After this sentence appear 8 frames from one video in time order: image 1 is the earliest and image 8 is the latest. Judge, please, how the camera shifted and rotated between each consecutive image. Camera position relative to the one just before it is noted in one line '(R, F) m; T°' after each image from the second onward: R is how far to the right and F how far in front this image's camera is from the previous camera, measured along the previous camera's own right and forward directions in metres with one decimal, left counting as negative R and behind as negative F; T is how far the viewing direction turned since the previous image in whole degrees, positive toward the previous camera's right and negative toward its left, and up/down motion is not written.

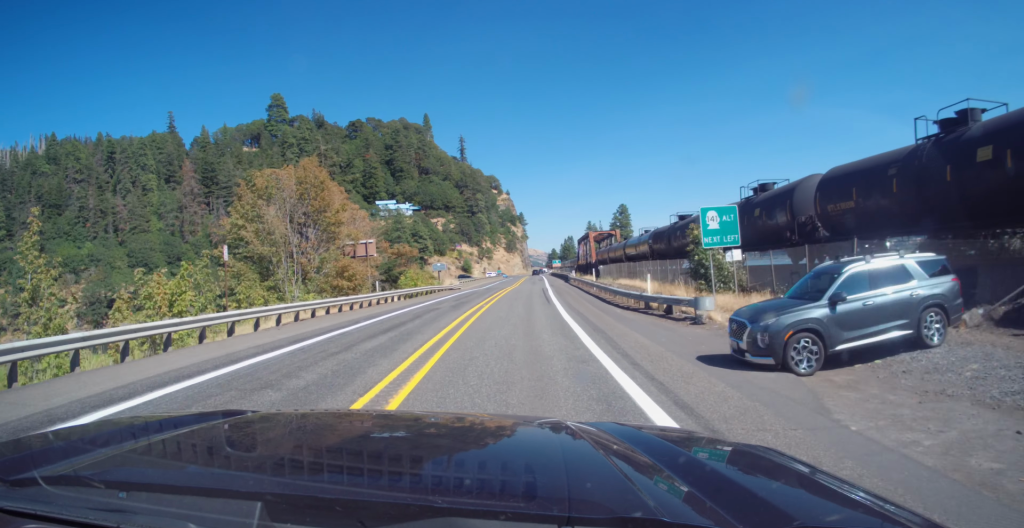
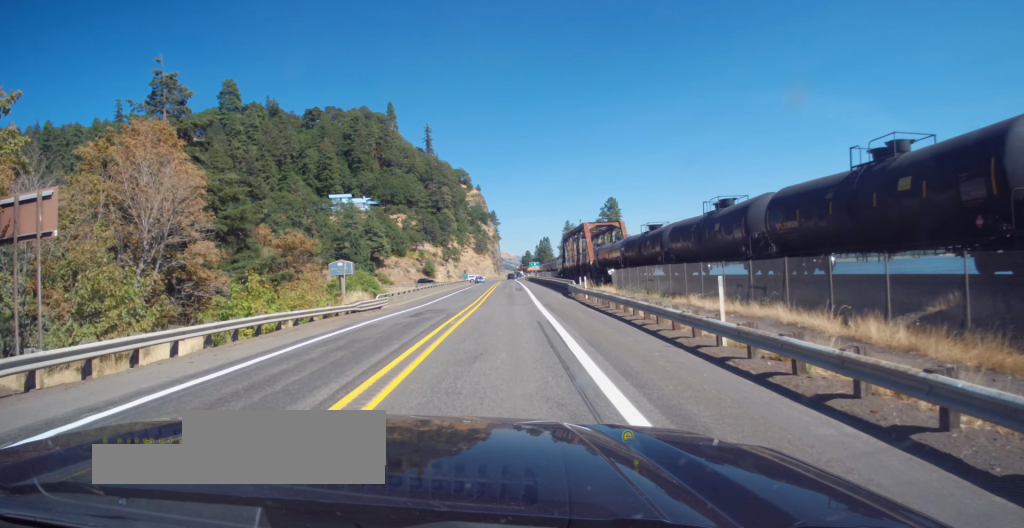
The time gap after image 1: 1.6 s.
(-0.2, +31.5) m; +2°
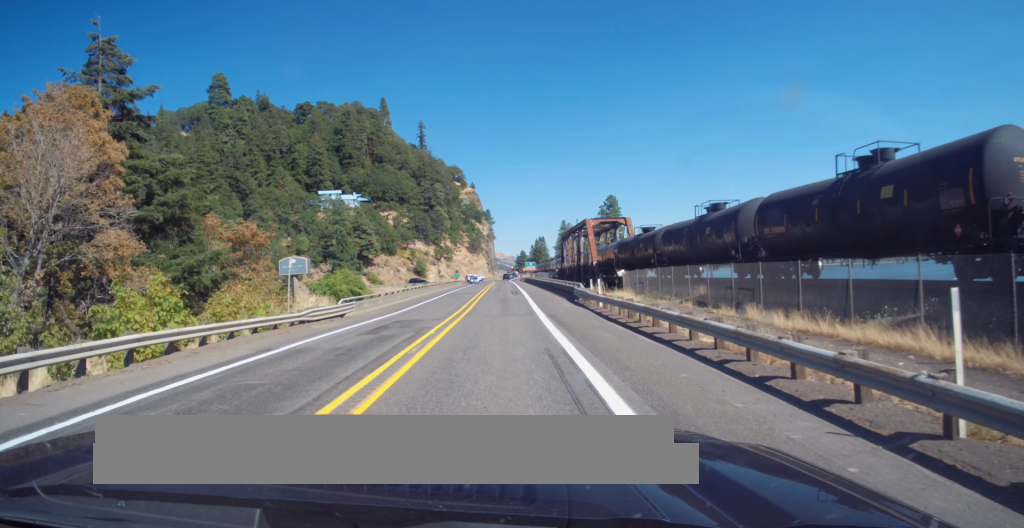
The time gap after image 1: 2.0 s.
(+0.2, +7.8) m; +1°
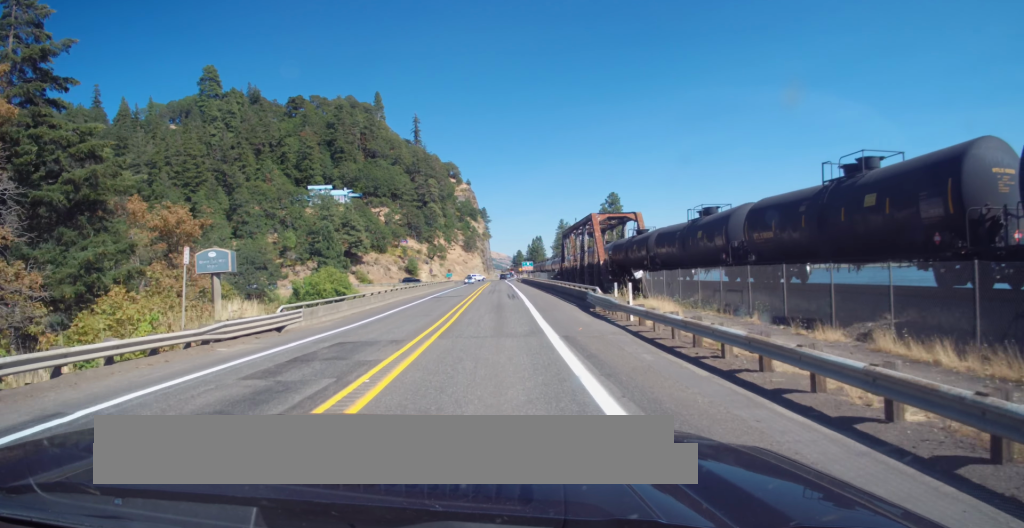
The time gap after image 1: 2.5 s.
(+0.6, +8.8) m; +1°
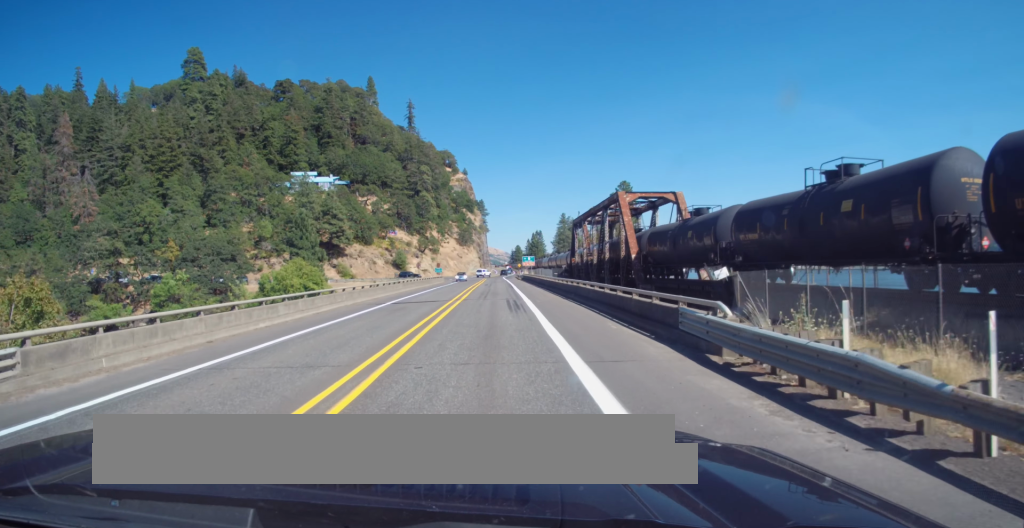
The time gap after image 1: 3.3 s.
(-0.1, +17.0) m; -1°
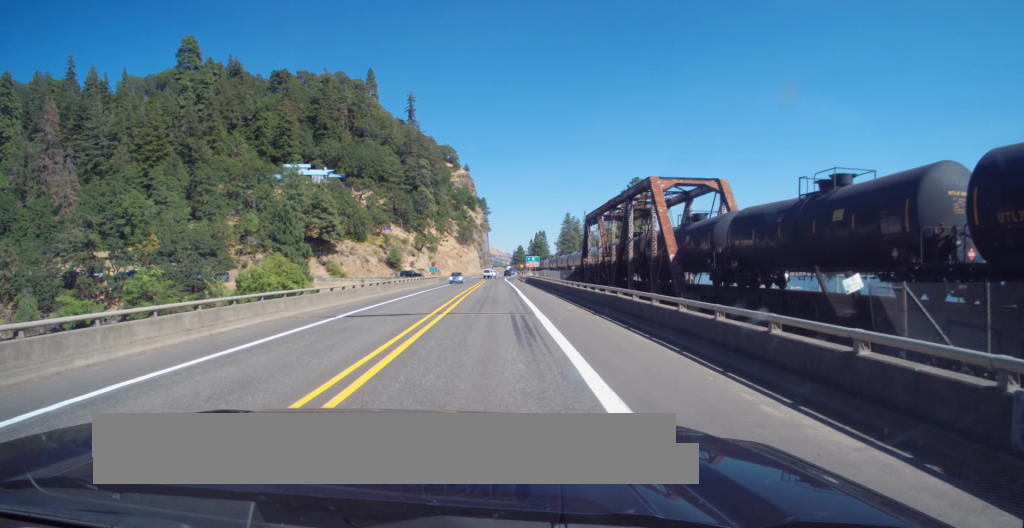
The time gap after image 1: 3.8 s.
(-0.2, +10.2) m; -1°
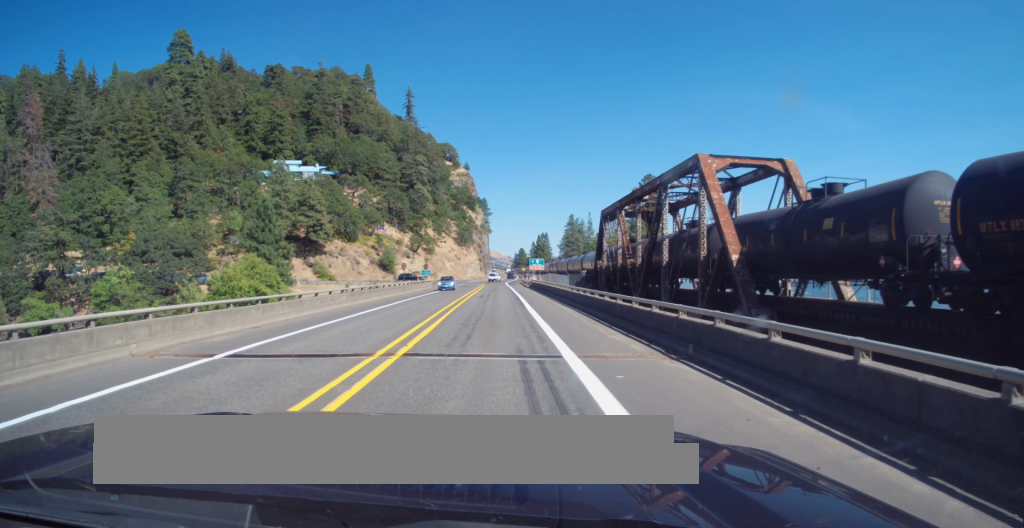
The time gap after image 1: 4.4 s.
(+0.1, +10.5) m; 0°
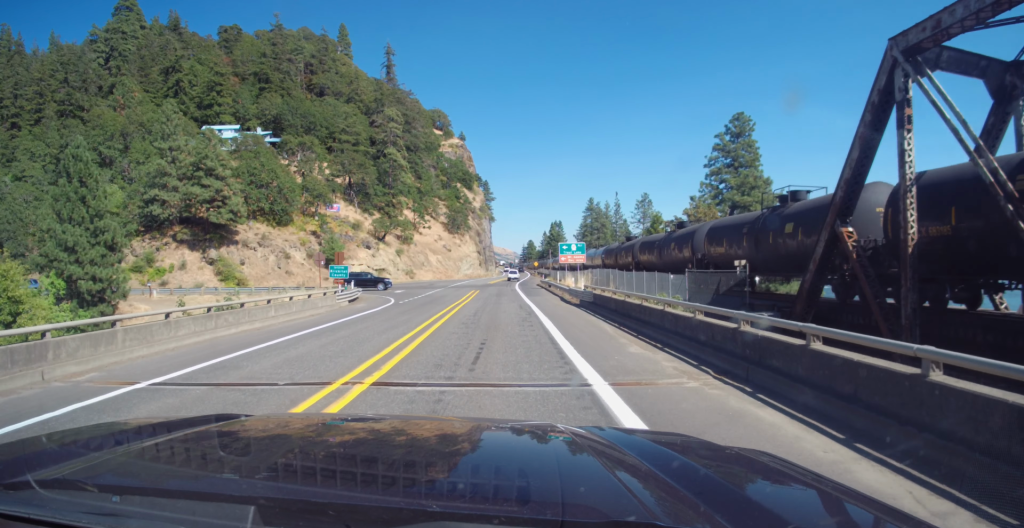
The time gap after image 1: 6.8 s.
(+0.2, +48.5) m; 0°
